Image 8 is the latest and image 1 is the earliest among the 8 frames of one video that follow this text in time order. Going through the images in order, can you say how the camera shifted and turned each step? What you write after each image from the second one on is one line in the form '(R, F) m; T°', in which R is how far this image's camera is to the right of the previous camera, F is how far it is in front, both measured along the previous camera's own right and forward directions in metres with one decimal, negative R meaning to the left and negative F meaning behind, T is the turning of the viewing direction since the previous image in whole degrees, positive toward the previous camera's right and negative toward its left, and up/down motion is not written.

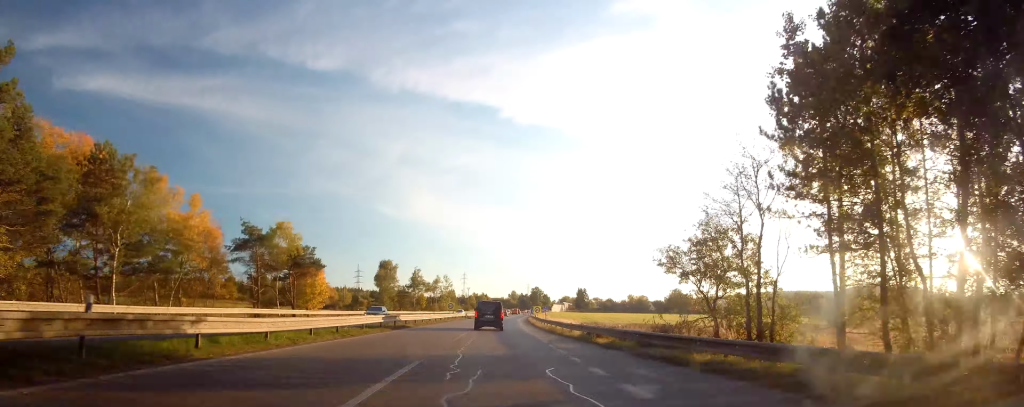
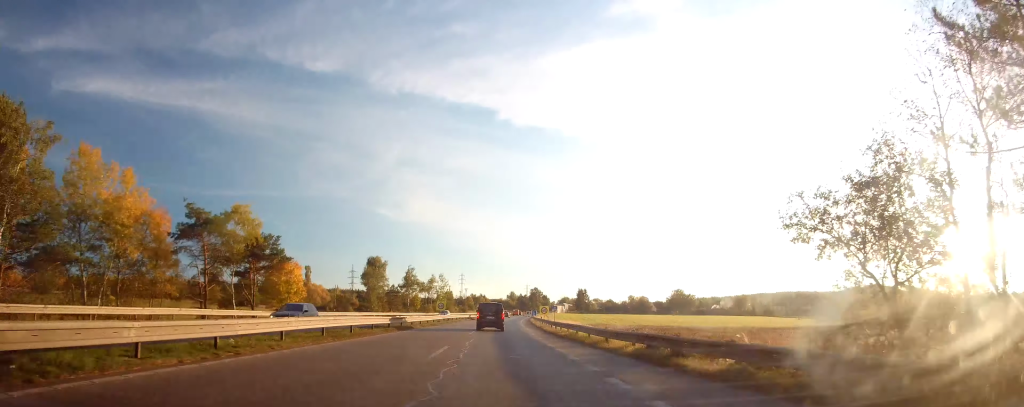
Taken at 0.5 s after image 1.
(0.0, +10.2) m; 0°
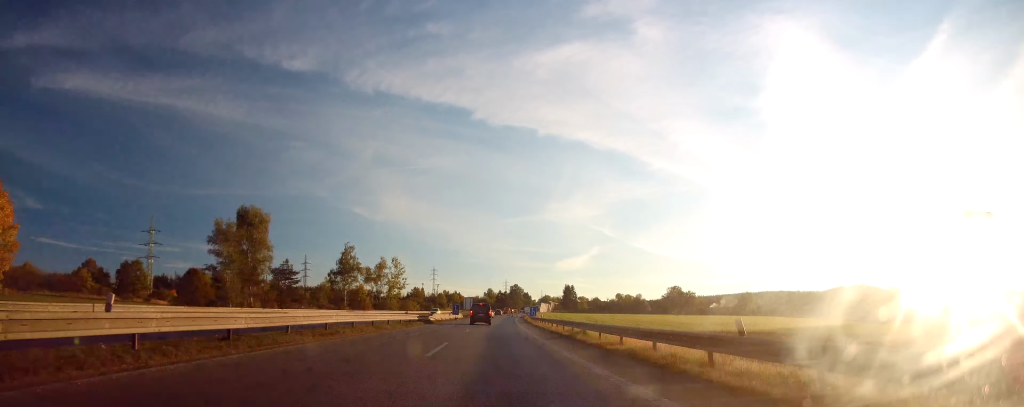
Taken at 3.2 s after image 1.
(0.0, +48.1) m; 0°
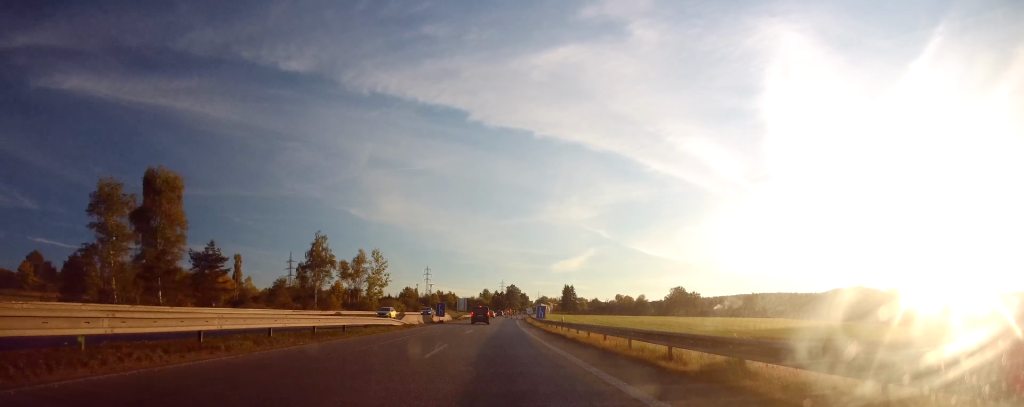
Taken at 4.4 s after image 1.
(0.0, +17.7) m; +2°
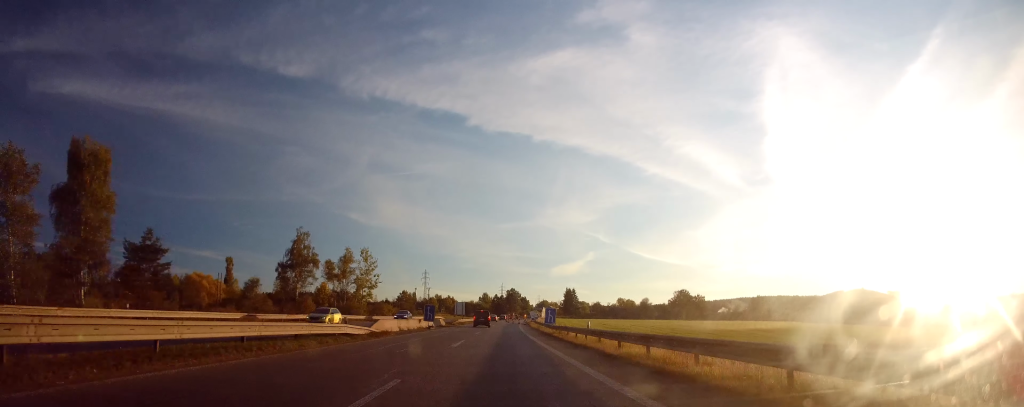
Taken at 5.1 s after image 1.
(+0.3, +10.2) m; +1°
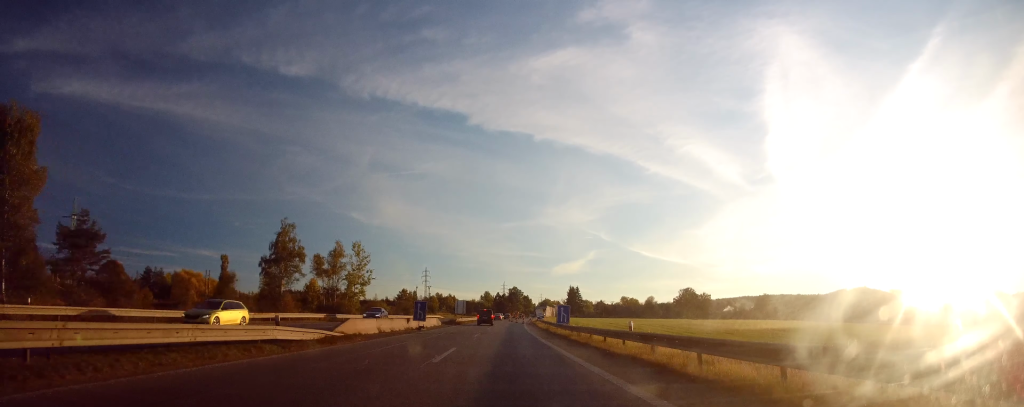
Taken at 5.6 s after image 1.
(+0.1, +7.8) m; 0°
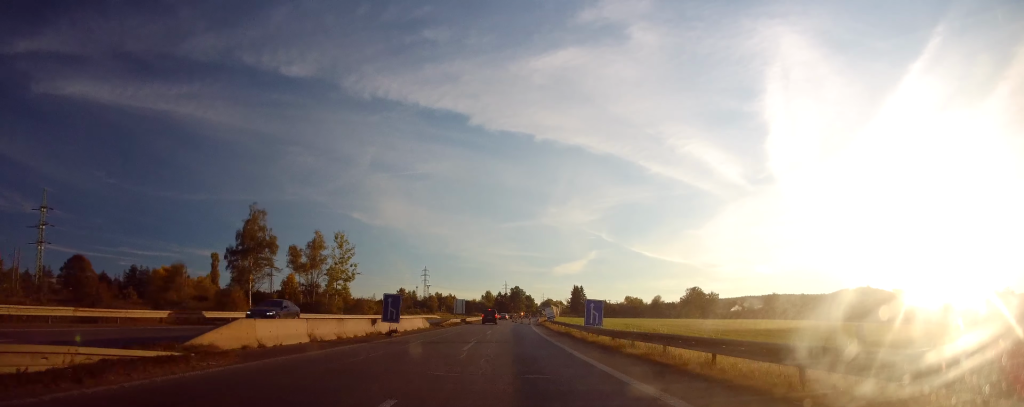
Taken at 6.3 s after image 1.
(-0.1, +12.2) m; 0°
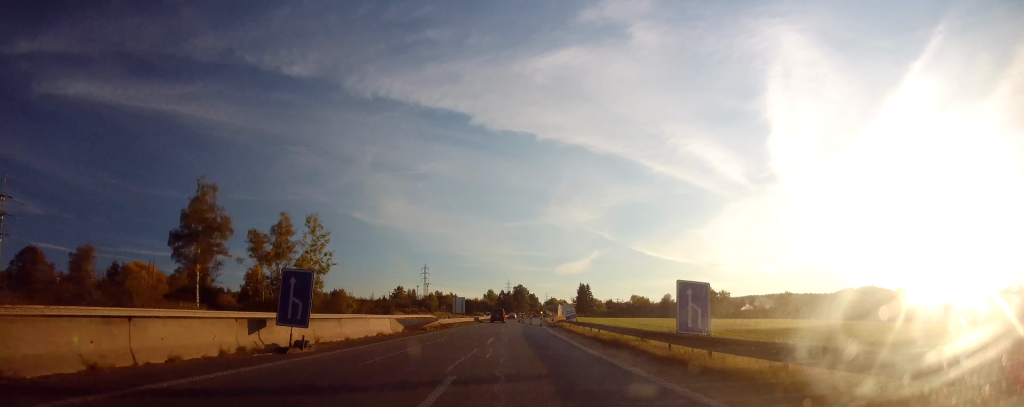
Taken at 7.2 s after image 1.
(+0.1, +14.7) m; -1°
